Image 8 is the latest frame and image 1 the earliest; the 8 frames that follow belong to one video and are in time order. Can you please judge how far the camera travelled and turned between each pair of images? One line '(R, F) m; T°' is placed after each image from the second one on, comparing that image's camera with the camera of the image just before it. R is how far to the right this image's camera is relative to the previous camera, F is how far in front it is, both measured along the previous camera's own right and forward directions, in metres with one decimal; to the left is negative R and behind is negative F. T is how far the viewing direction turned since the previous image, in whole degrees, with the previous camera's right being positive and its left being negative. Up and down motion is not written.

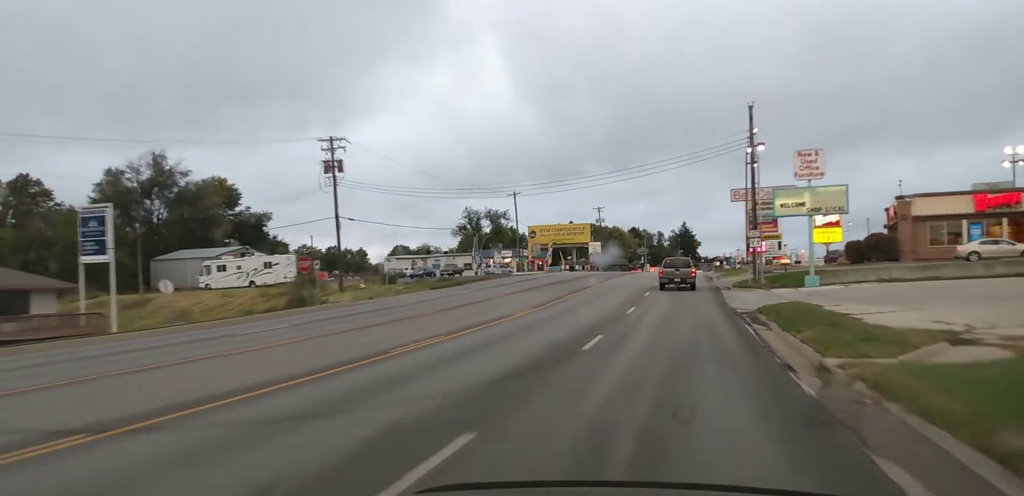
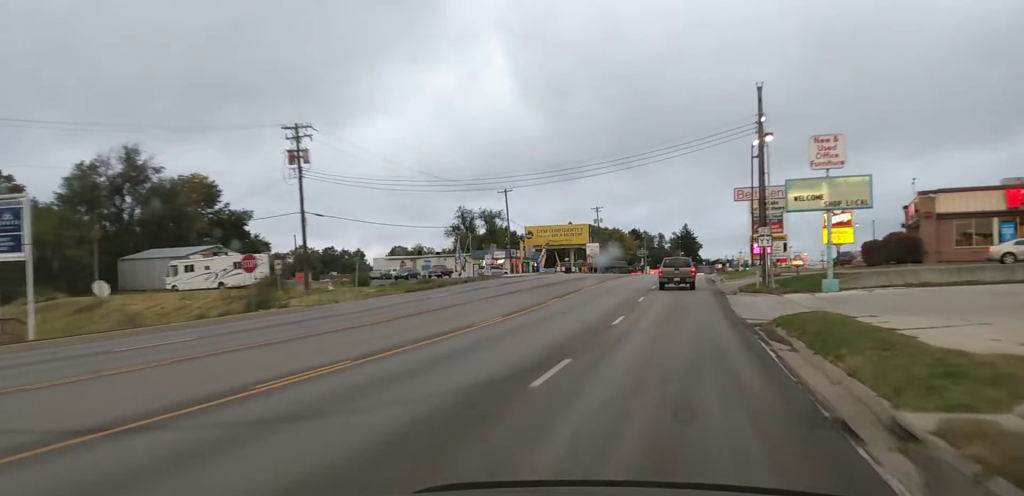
(0.0, +5.8) m; 0°
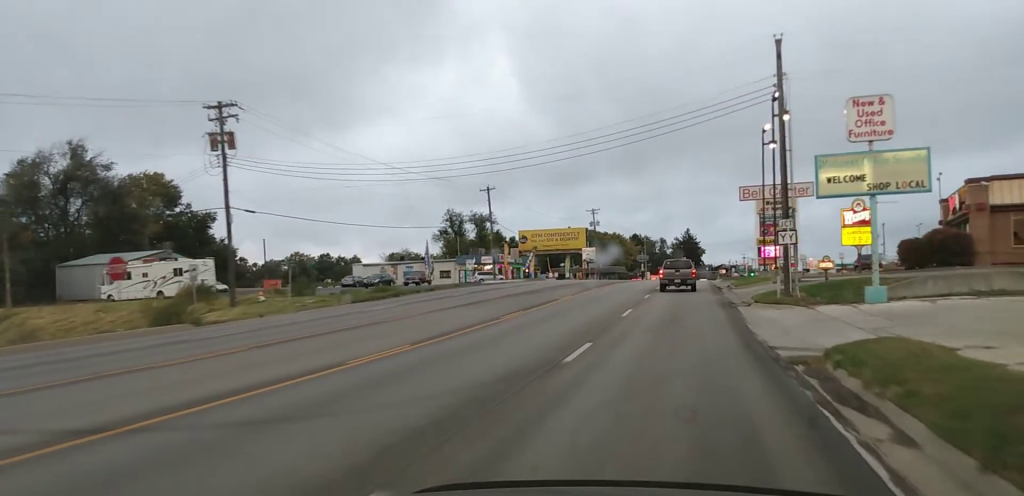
(0.0, +9.3) m; -1°
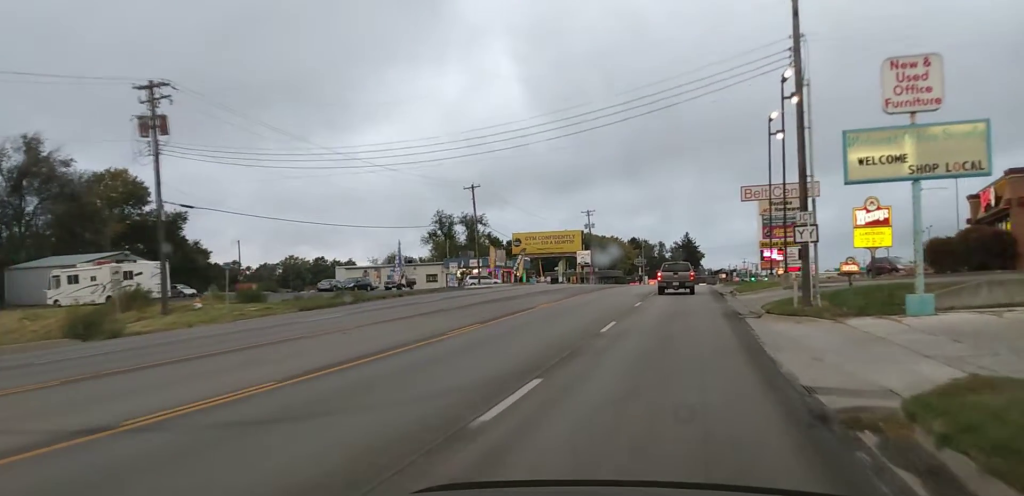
(0.0, +6.3) m; -1°
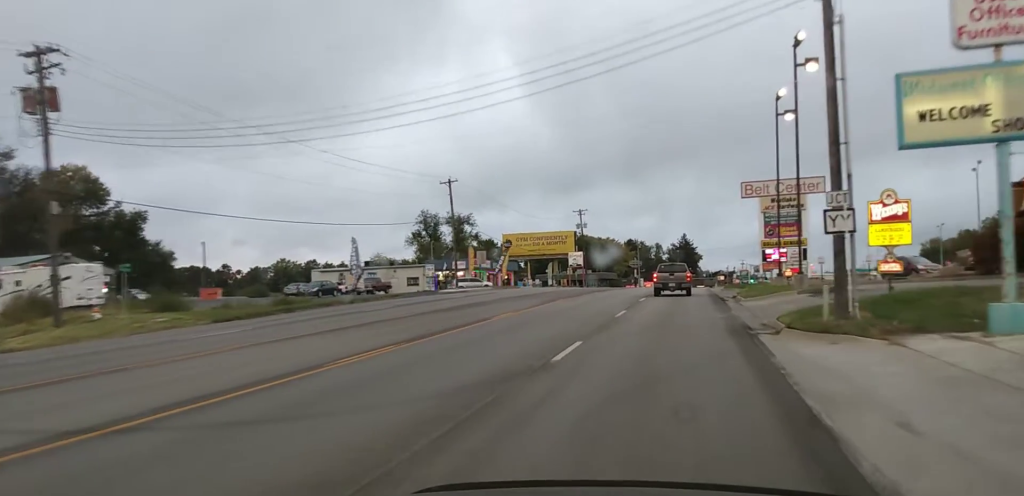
(-0.2, +5.9) m; 0°
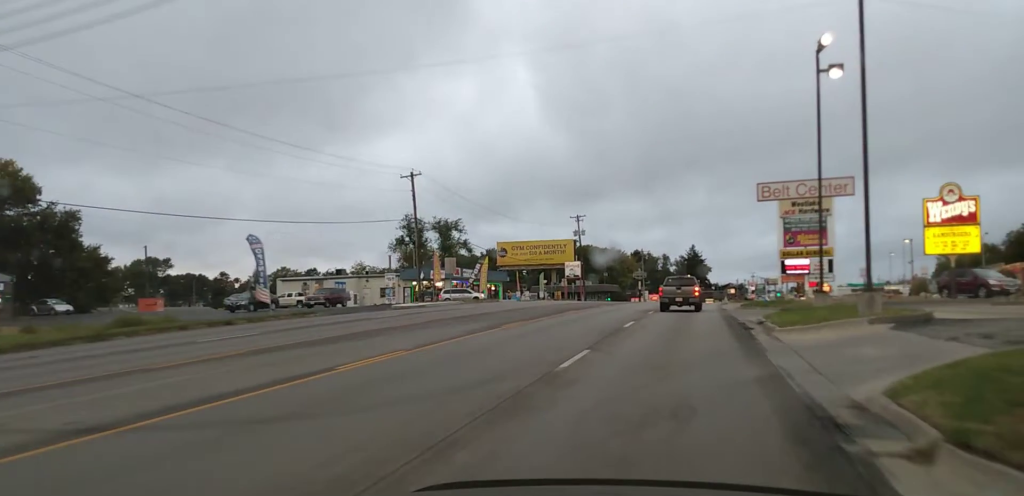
(+0.1, +14.0) m; 0°
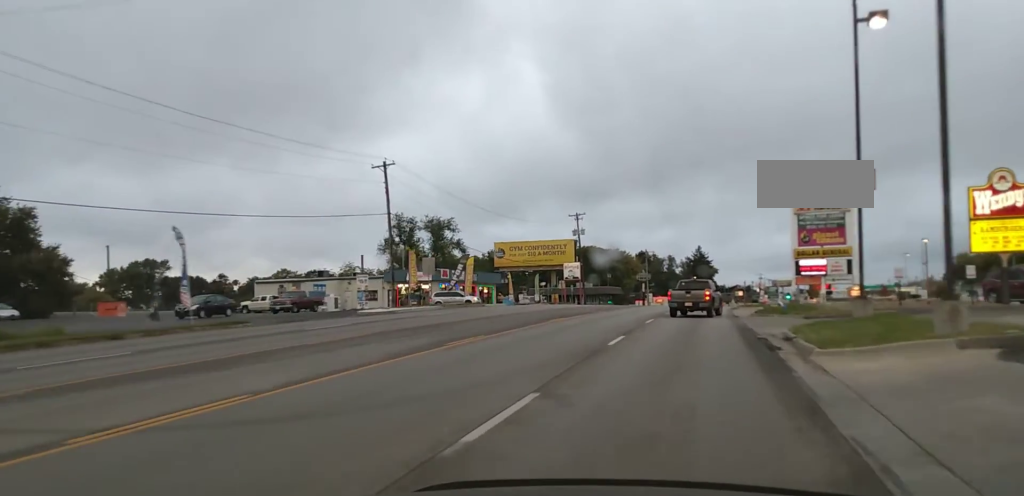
(-0.1, +4.3) m; +1°
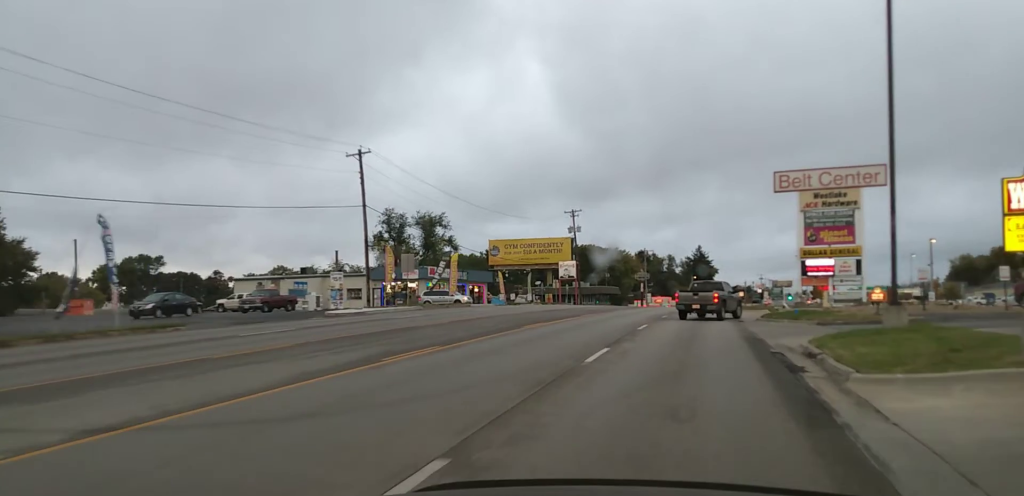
(-0.1, +4.9) m; +1°
